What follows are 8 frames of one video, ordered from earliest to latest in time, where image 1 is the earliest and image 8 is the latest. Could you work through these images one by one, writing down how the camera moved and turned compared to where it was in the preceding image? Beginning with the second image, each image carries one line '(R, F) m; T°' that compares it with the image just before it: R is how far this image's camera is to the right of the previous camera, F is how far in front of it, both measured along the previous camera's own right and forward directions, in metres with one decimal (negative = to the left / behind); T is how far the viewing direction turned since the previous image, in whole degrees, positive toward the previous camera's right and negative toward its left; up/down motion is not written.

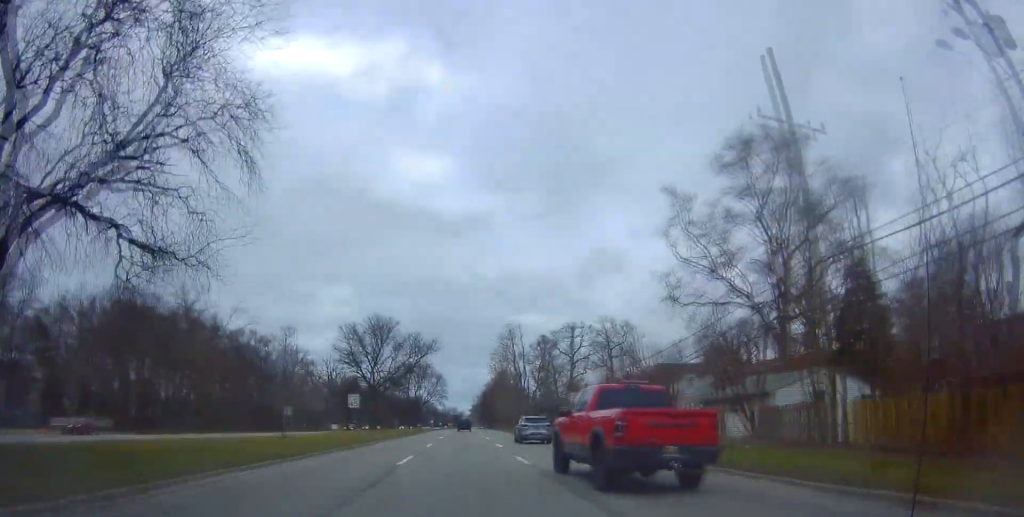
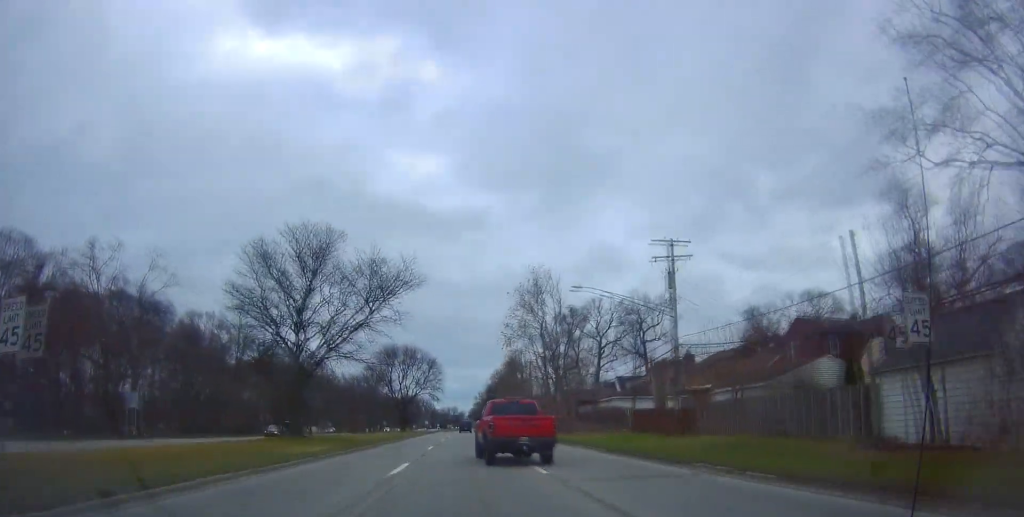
(-0.9, +31.4) m; -1°
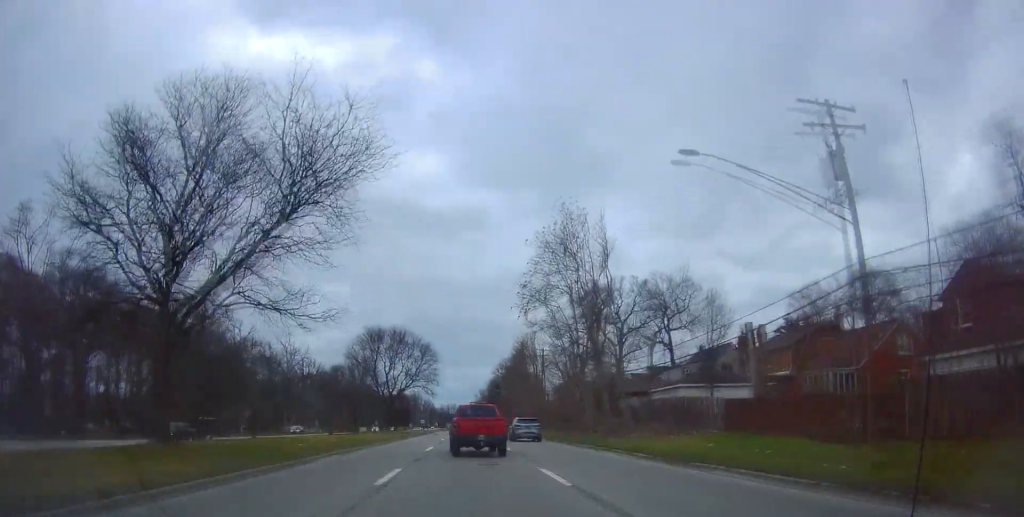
(+0.6, +17.6) m; 0°
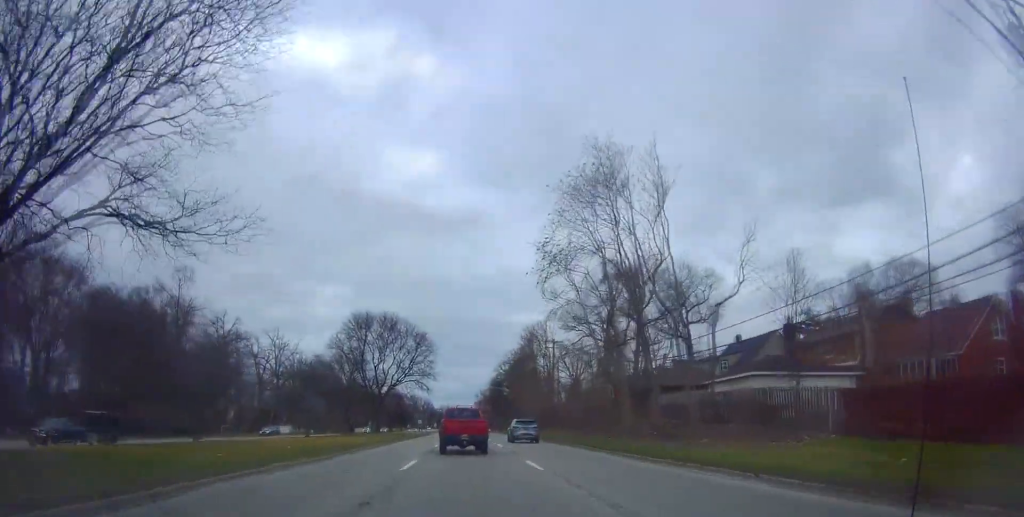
(-0.3, +10.7) m; 0°
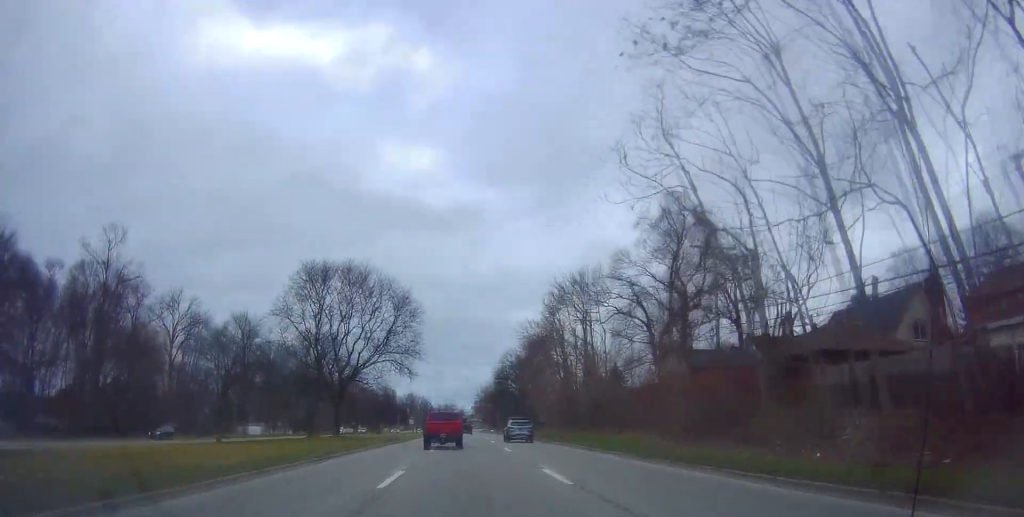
(-0.2, +22.0) m; 0°
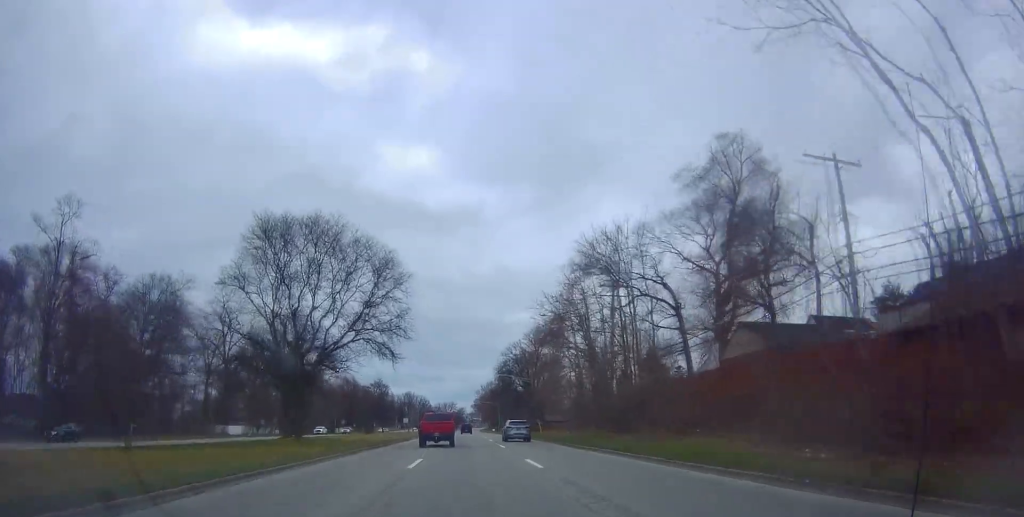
(0.0, +11.3) m; +1°
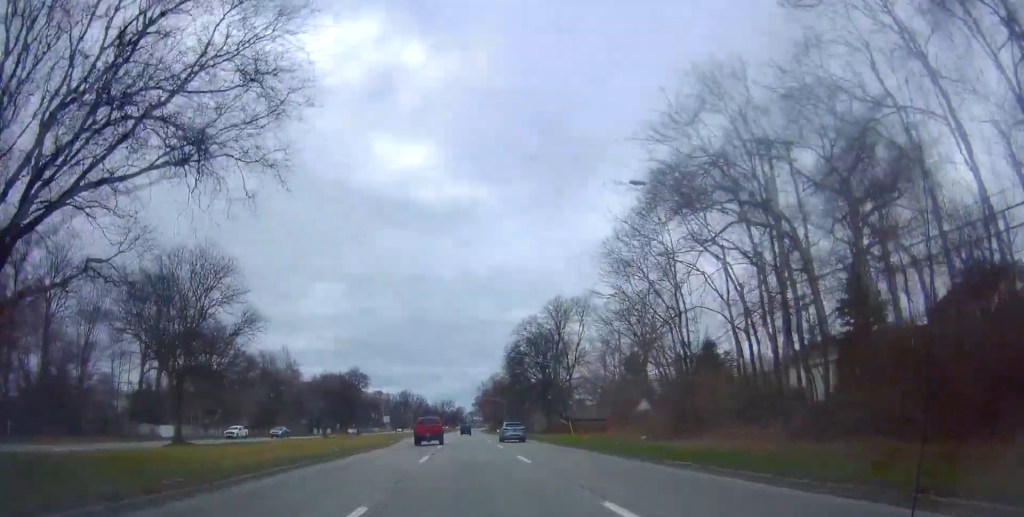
(0.0, +27.3) m; -1°
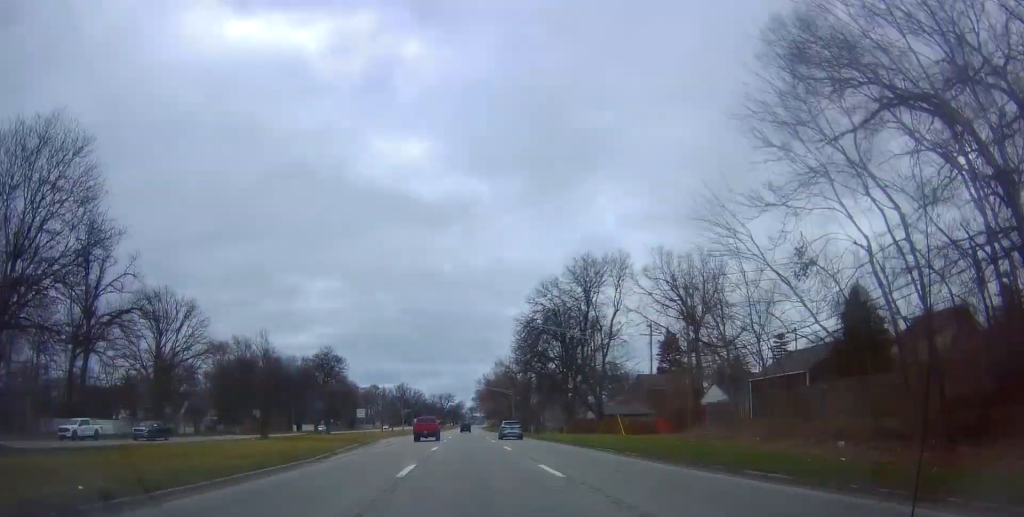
(-0.3, +21.3) m; 0°
